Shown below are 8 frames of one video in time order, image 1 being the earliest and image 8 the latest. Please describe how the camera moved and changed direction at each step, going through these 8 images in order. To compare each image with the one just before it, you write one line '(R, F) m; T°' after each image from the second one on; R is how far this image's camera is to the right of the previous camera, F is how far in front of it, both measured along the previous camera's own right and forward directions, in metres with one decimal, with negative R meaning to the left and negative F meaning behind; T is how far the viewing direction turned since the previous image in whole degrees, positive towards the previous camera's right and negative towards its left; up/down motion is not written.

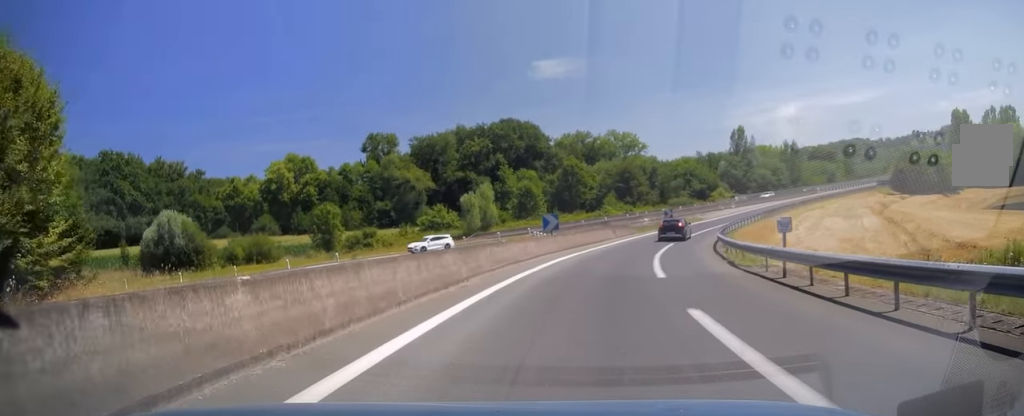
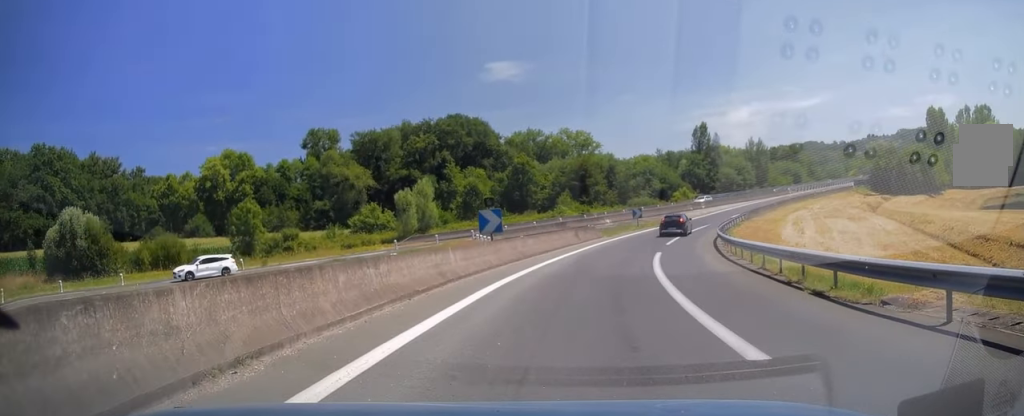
(+0.3, +9.6) m; +12°
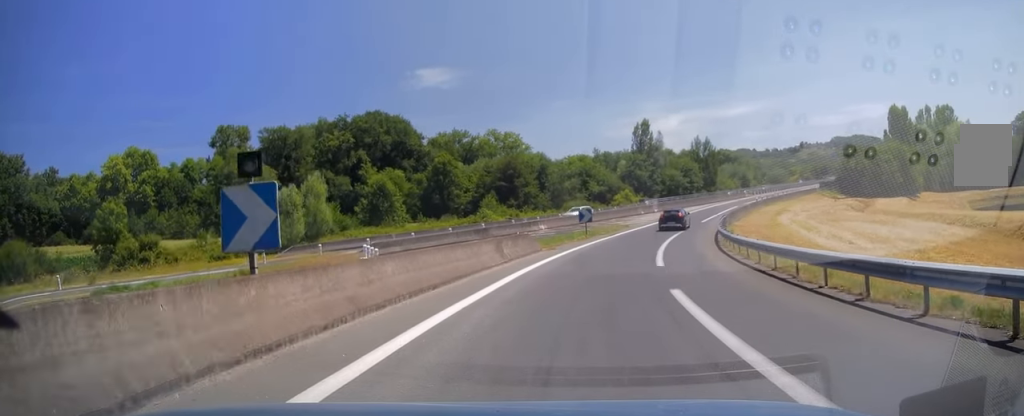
(+2.6, +13.0) m; +13°
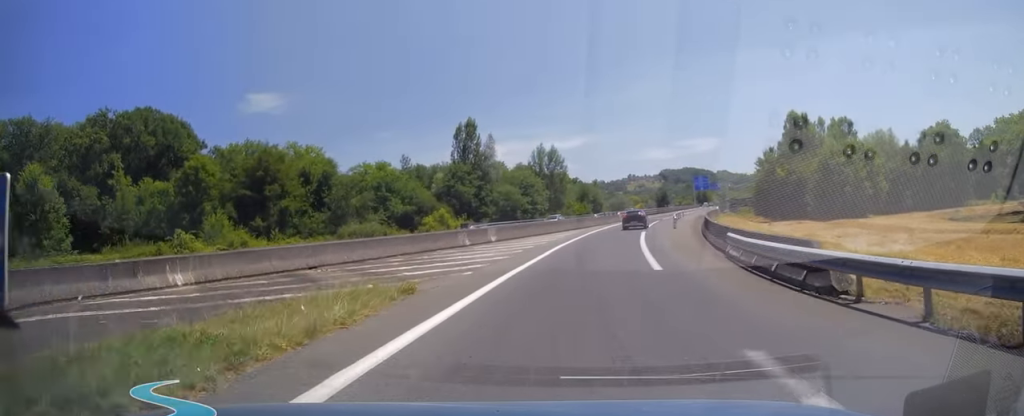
(+3.2, +33.0) m; +6°
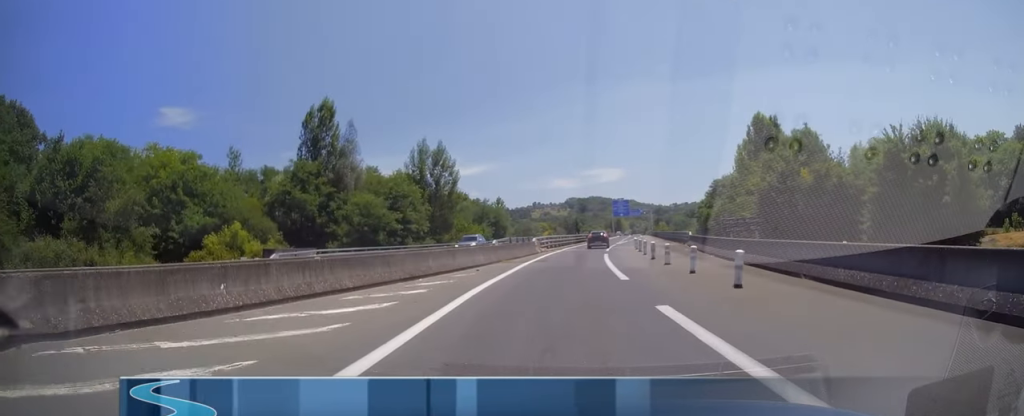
(0.0, +28.5) m; 0°
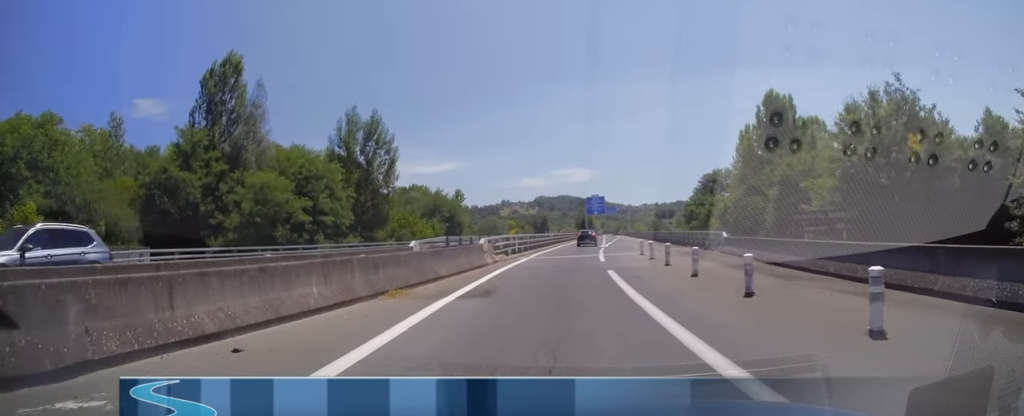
(0.0, +16.3) m; 0°
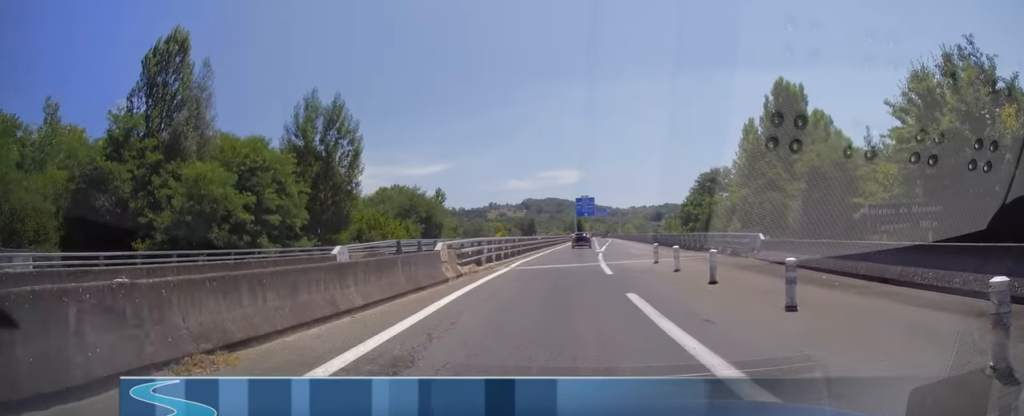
(0.0, +7.1) m; 0°
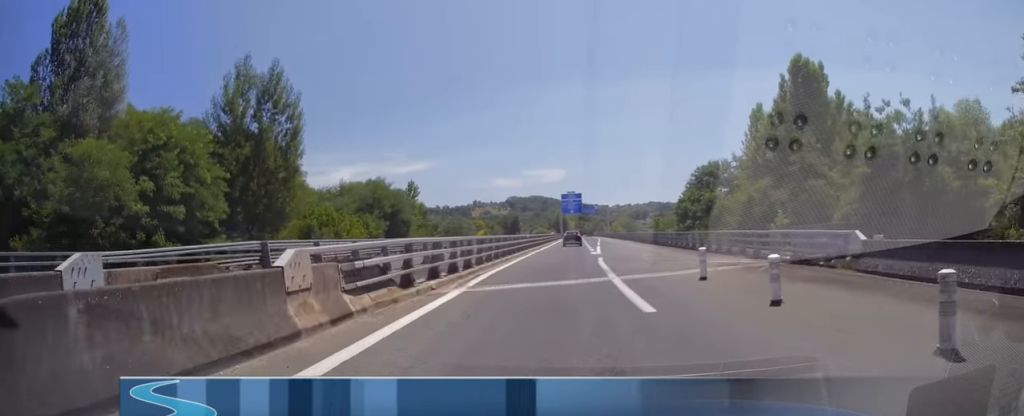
(0.0, +9.1) m; +4°
